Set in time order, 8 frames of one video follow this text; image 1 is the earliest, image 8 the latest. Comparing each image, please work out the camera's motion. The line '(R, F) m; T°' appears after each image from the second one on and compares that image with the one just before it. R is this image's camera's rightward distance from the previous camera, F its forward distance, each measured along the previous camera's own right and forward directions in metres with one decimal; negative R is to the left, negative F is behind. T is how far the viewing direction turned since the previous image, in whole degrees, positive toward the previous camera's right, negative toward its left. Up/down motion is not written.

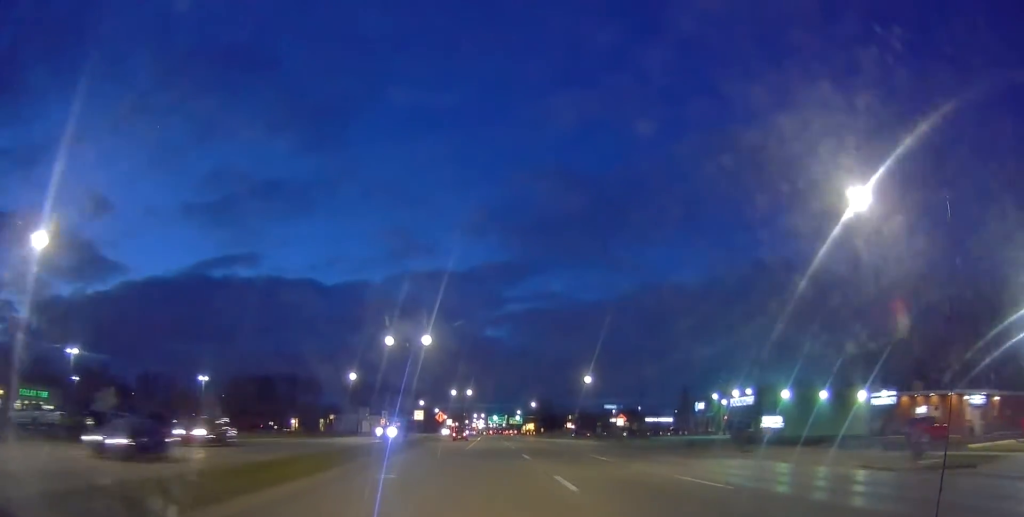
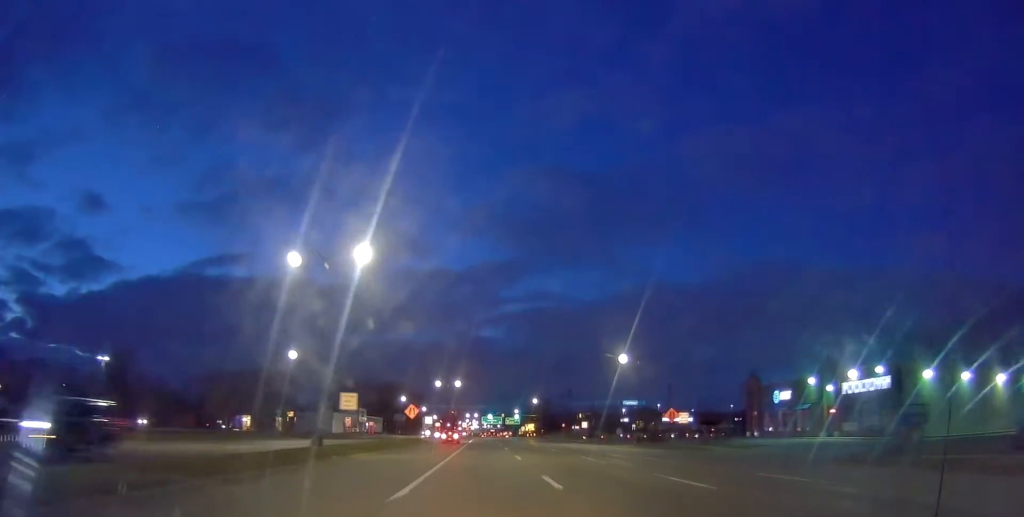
(+0.5, +29.8) m; +1°
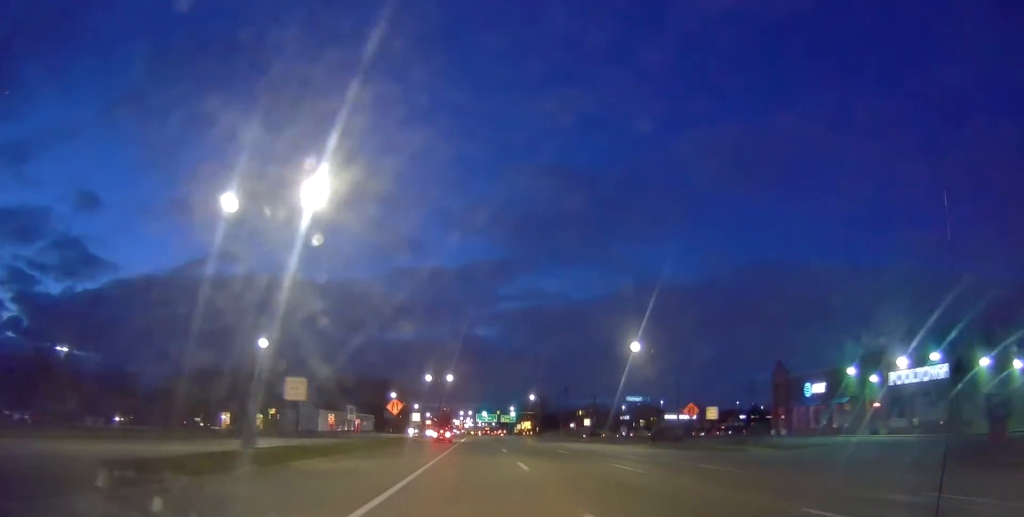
(0.0, +8.4) m; 0°
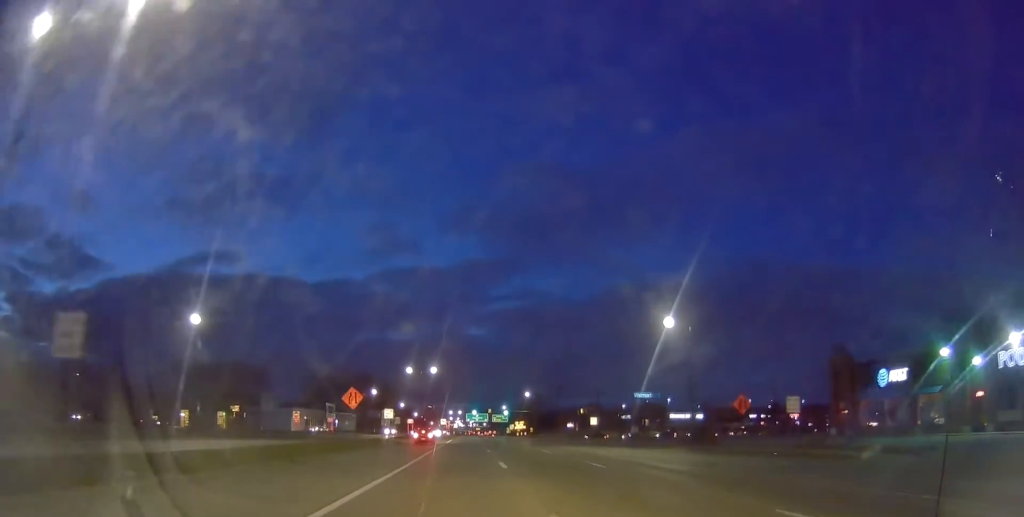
(0.0, +14.2) m; +1°
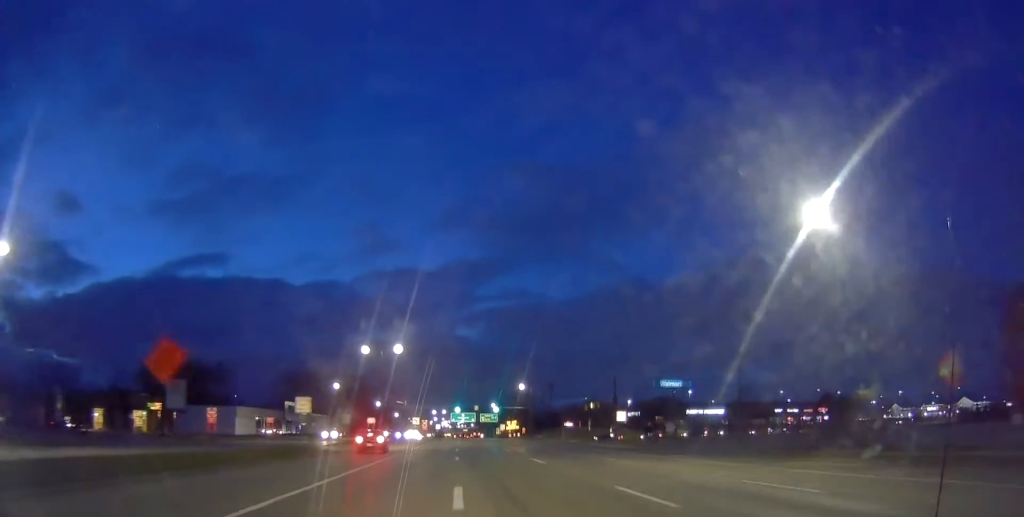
(+0.6, +24.7) m; +1°
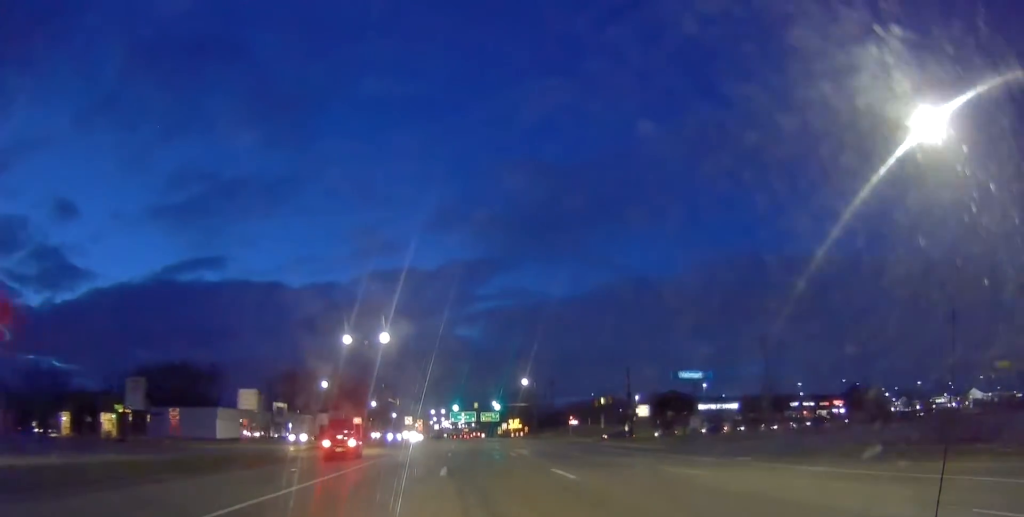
(+0.3, +8.5) m; 0°
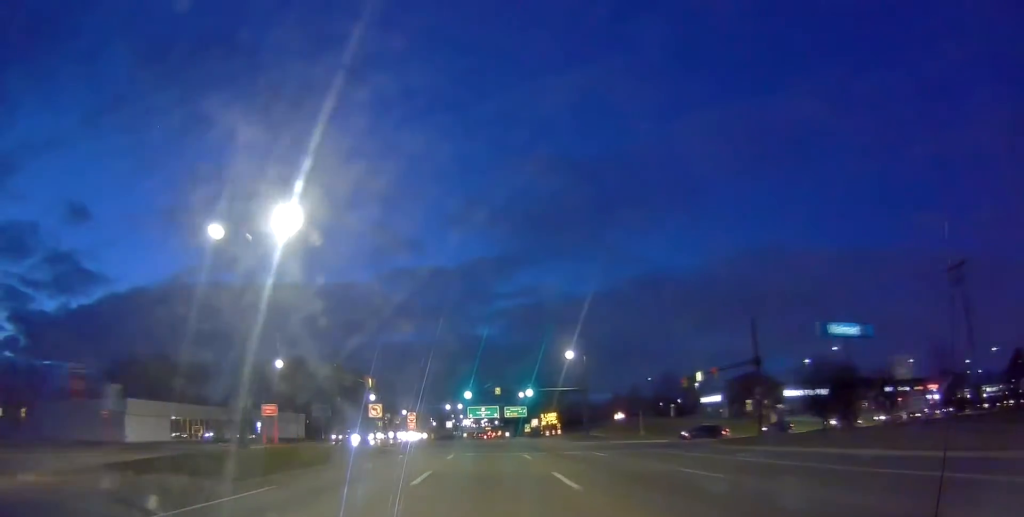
(-2.5, +34.4) m; -4°
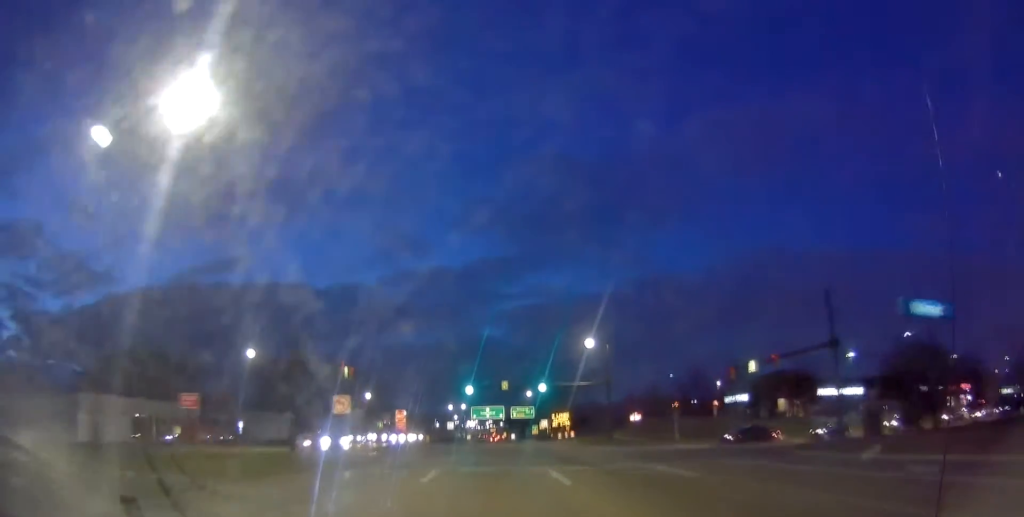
(0.0, +11.0) m; 0°
